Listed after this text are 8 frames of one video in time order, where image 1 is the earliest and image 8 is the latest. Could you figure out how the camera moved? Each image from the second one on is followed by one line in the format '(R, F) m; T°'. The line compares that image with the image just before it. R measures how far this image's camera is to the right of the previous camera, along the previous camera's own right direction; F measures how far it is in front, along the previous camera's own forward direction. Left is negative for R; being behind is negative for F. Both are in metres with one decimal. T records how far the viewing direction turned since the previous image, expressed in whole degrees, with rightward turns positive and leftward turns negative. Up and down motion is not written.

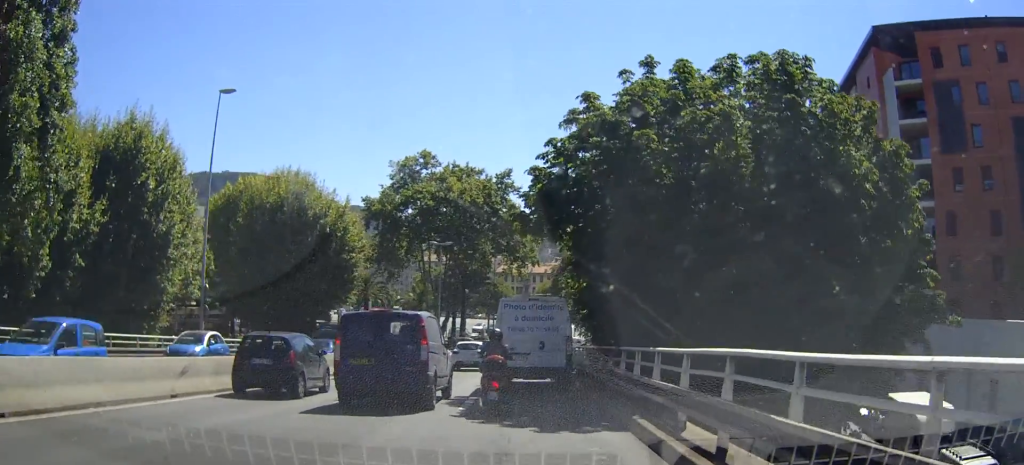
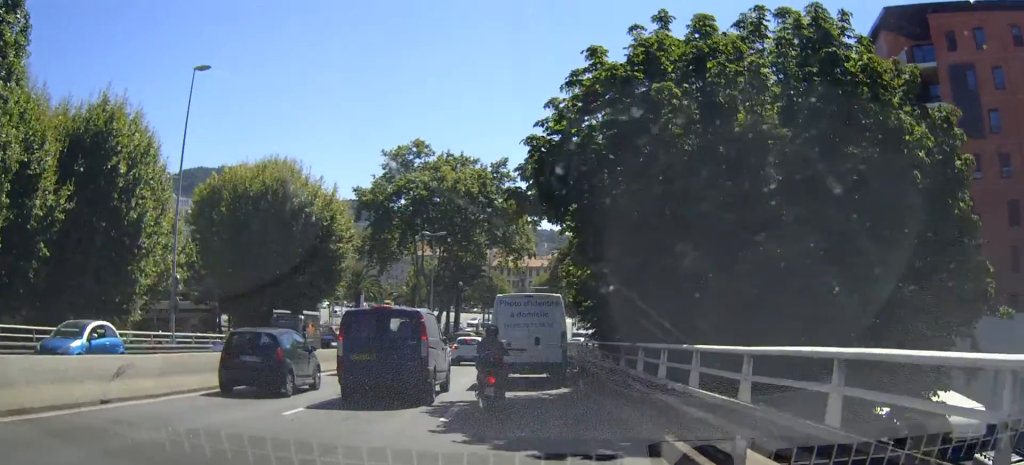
(0.0, +2.3) m; 0°
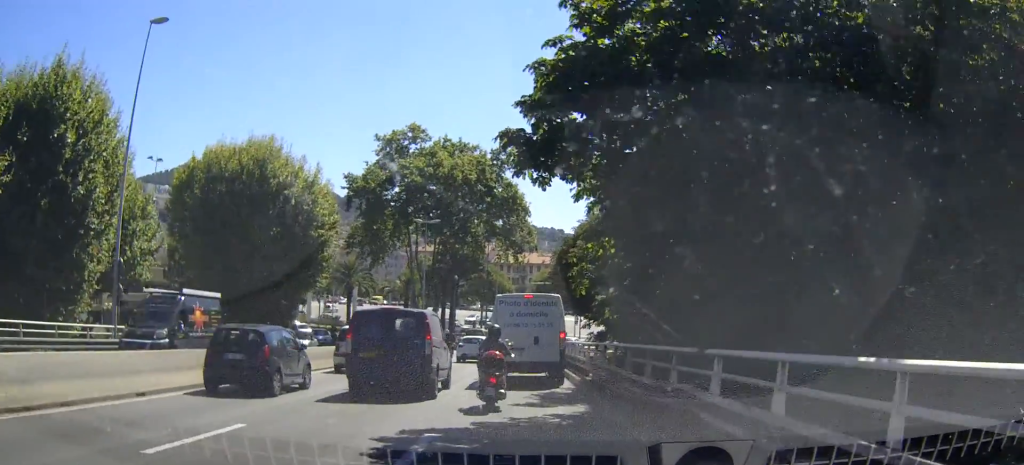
(0.0, +4.5) m; 0°
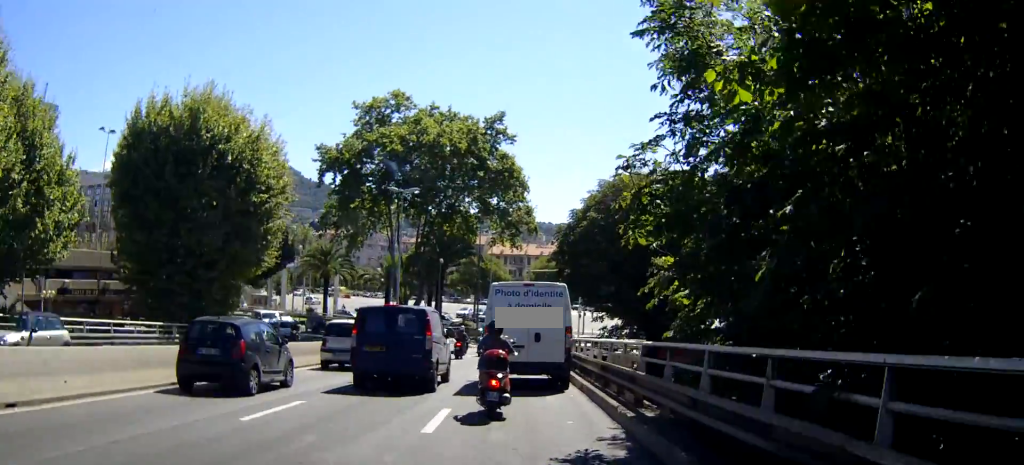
(0.0, +9.7) m; -1°
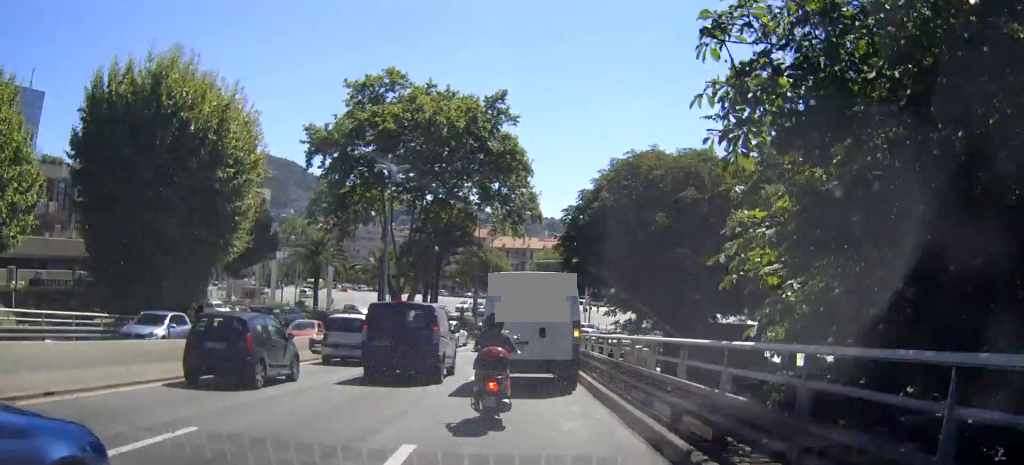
(0.0, +4.9) m; 0°
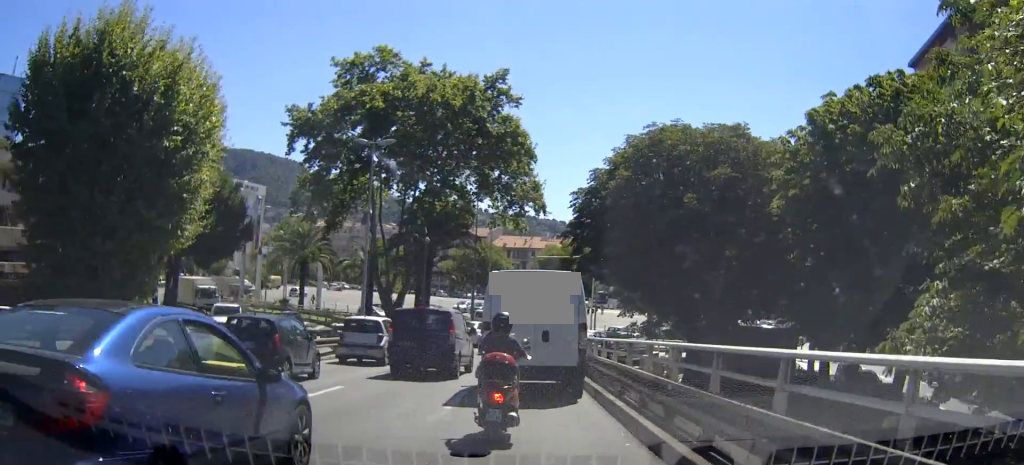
(+0.1, +6.3) m; +1°
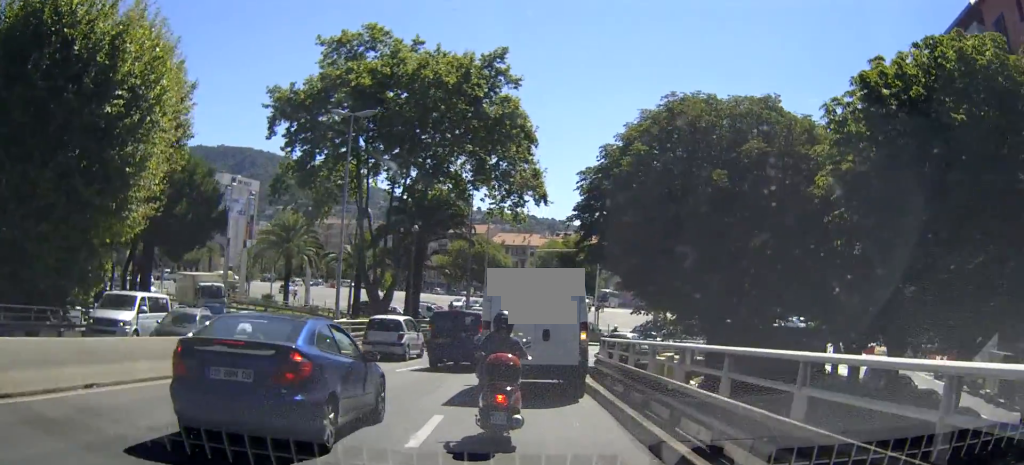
(+0.1, +4.9) m; 0°
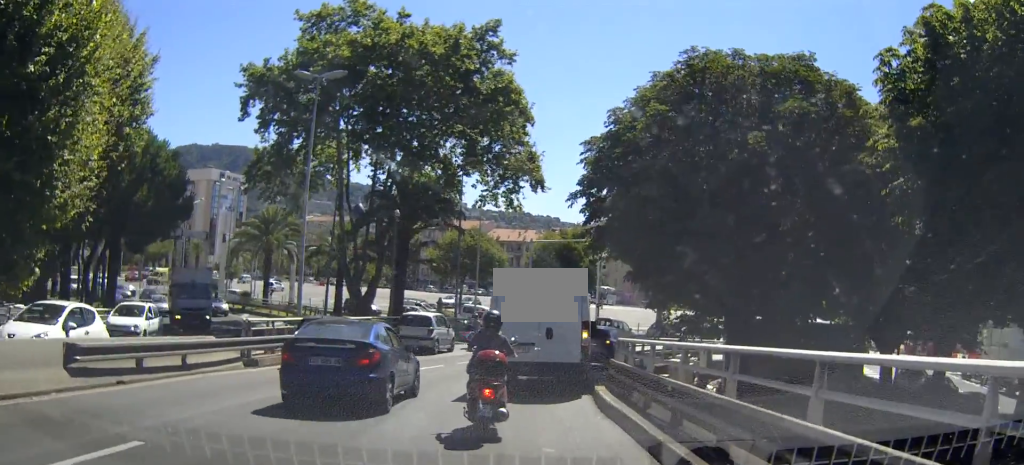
(-0.1, +4.9) m; -1°
